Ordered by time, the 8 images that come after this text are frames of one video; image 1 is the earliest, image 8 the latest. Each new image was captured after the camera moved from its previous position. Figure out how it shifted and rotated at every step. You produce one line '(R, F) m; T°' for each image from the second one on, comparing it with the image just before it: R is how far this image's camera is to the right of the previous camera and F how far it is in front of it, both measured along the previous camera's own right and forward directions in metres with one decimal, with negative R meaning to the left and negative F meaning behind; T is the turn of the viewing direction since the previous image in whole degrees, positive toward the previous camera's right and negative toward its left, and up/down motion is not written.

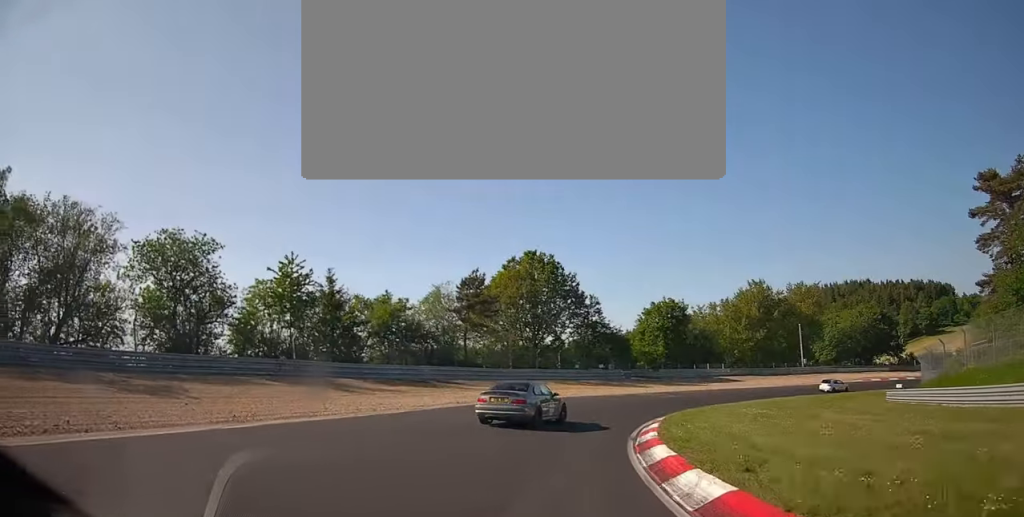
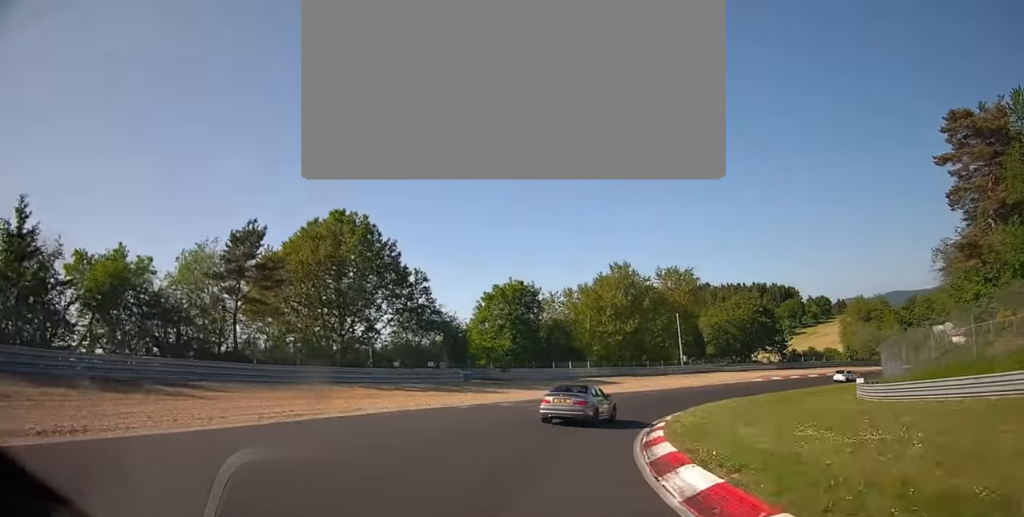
(+3.3, +17.0) m; +22°
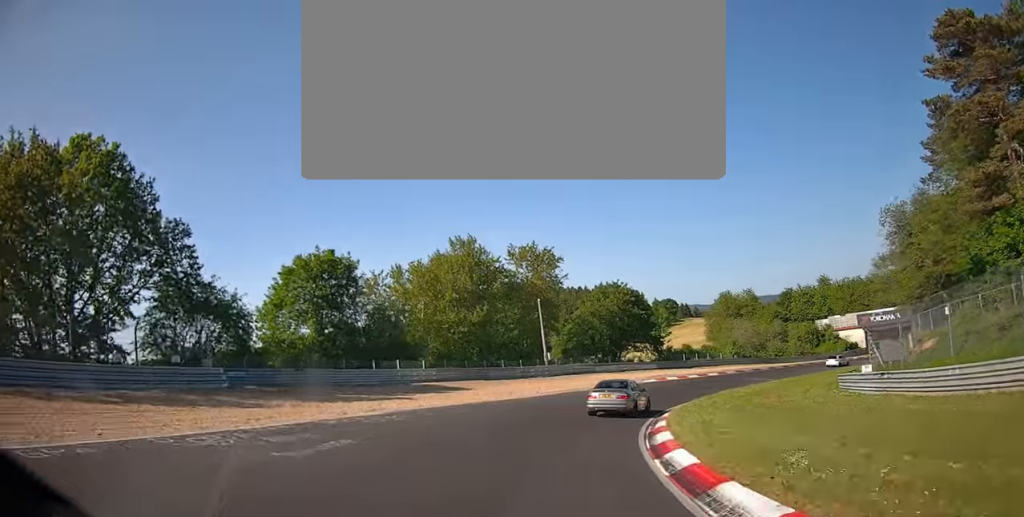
(+3.2, +16.7) m; +18°
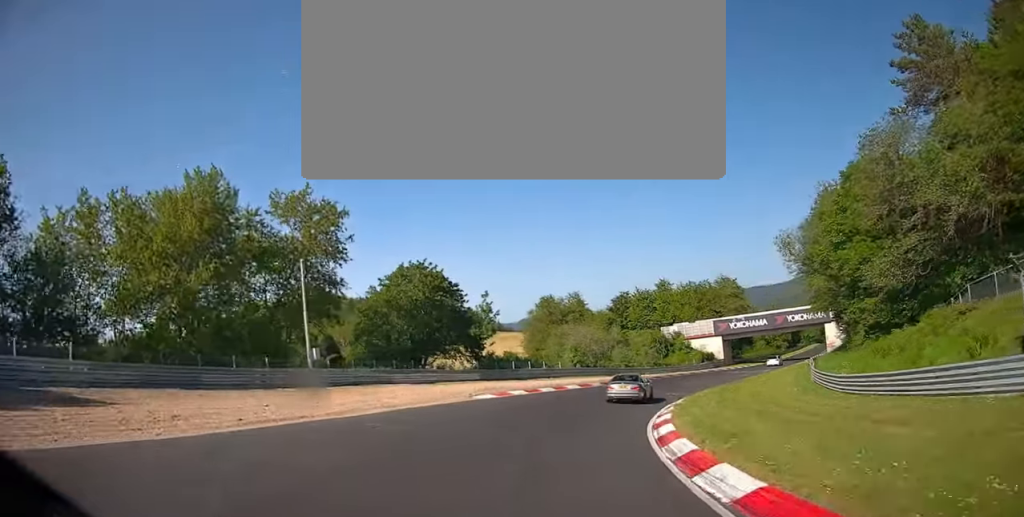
(+3.9, +22.0) m; +18°
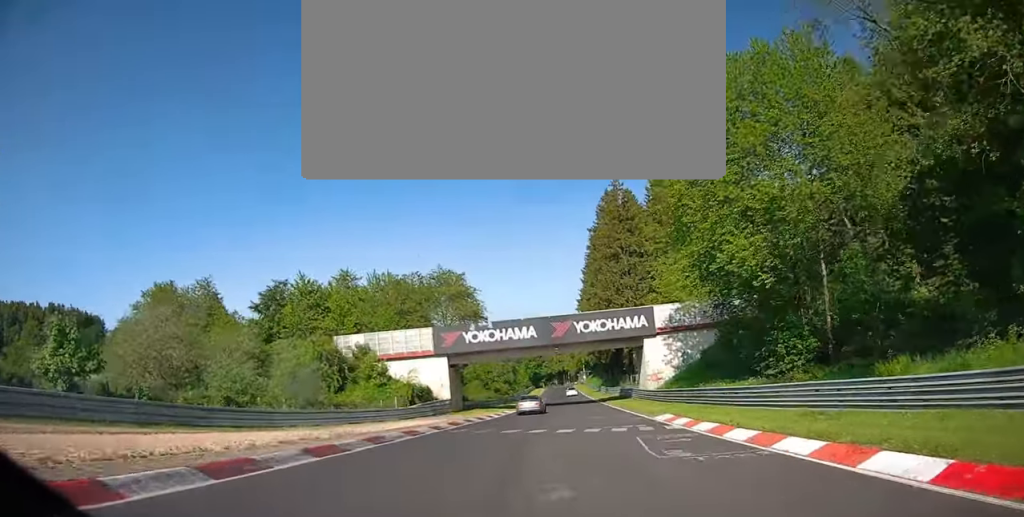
(+11.2, +47.4) m; +21°
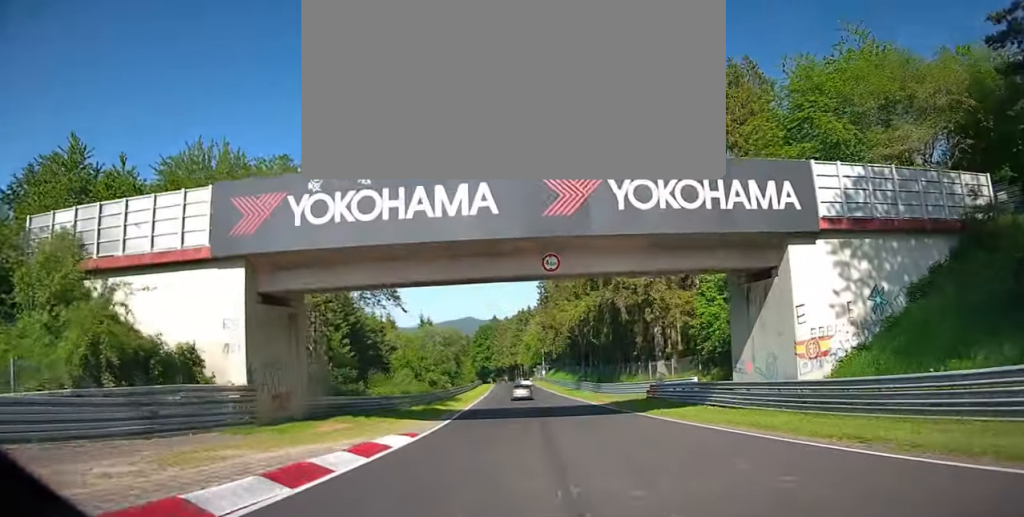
(+1.6, +36.0) m; +4°
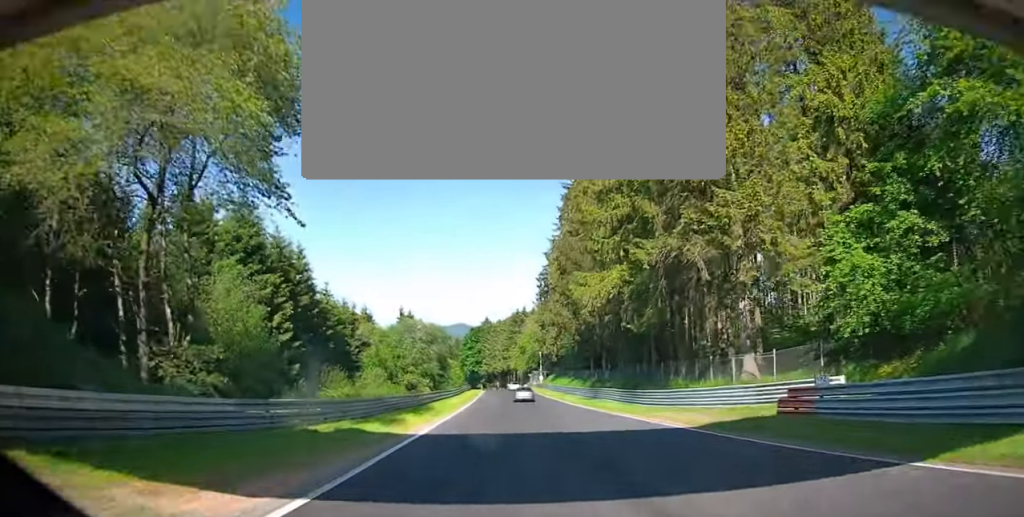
(+0.4, +18.7) m; +1°
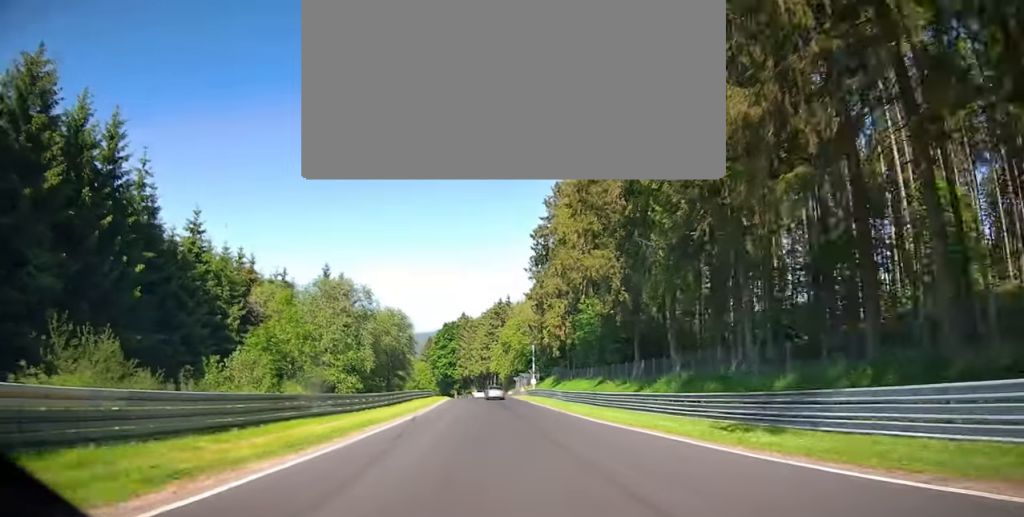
(+0.4, +38.2) m; 0°
